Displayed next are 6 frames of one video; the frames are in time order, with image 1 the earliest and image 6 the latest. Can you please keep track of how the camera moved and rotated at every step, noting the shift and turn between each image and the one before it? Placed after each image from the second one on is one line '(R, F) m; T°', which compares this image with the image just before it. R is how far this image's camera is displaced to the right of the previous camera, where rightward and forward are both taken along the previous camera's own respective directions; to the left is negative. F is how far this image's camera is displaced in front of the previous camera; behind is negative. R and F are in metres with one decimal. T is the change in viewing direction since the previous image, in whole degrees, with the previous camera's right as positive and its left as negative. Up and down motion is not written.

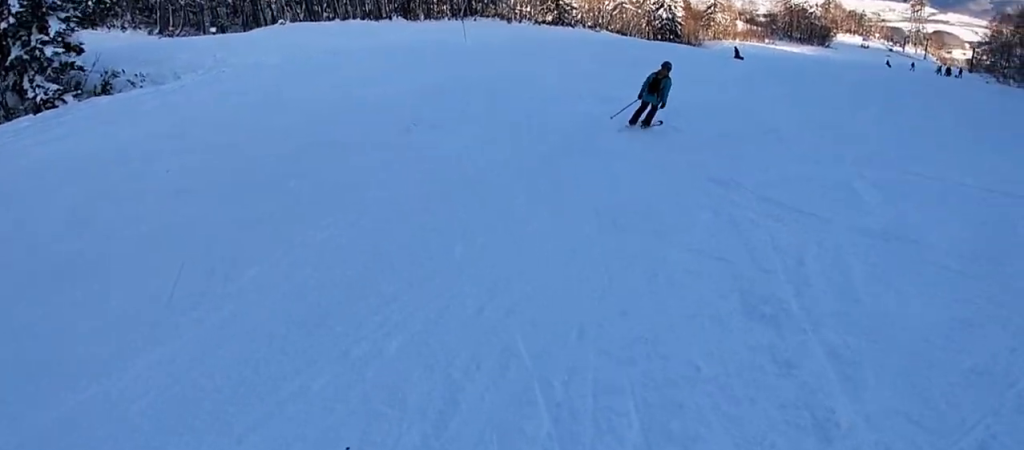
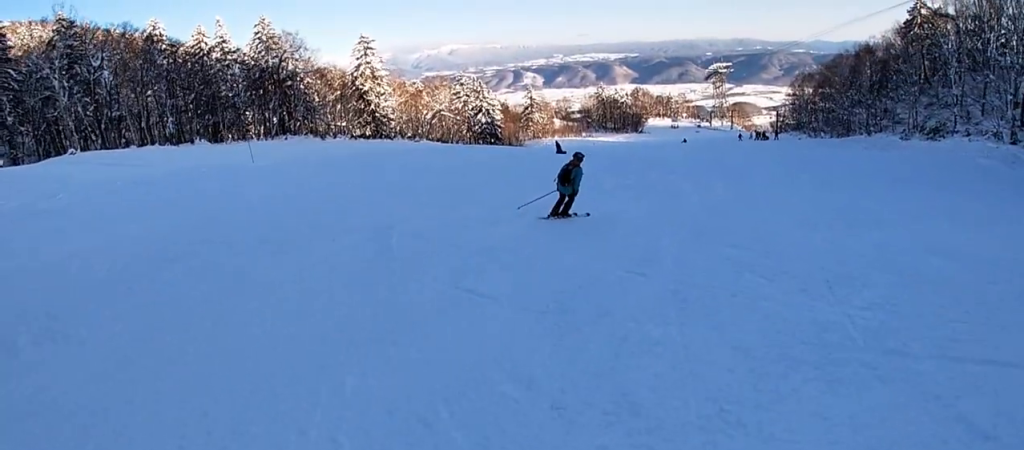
(+1.4, +5.5) m; +20°
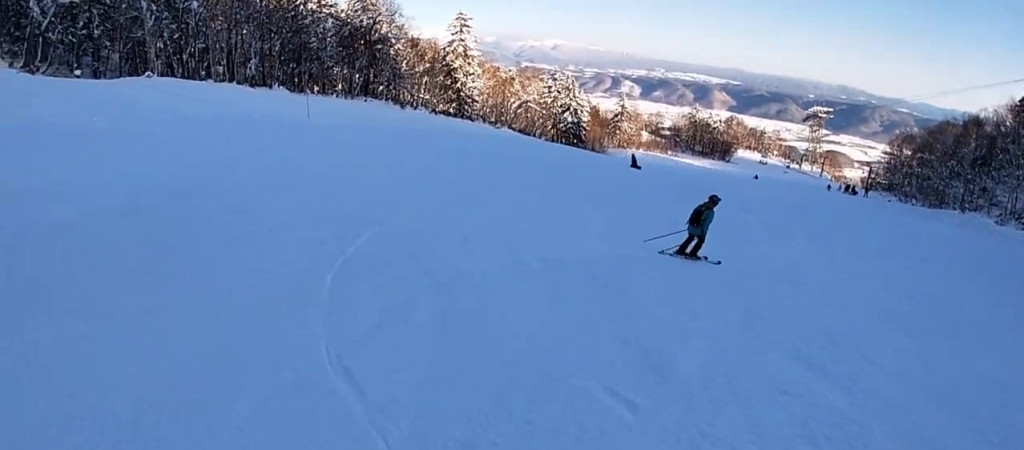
(+0.8, +2.5) m; -6°
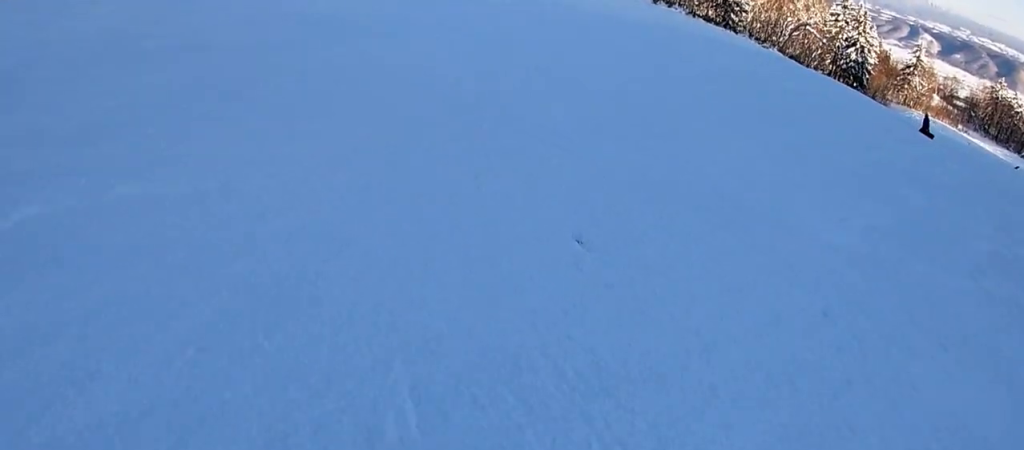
(-2.6, +8.0) m; -16°
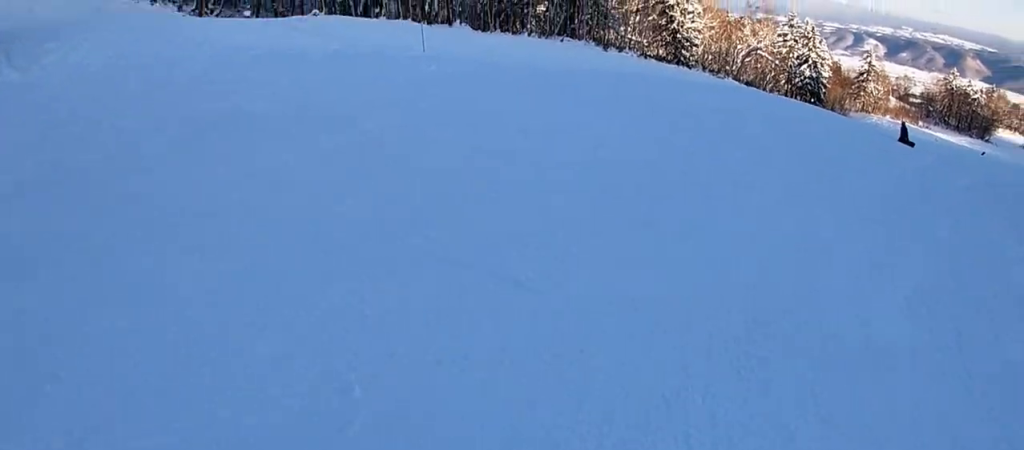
(+0.2, +2.6) m; +14°
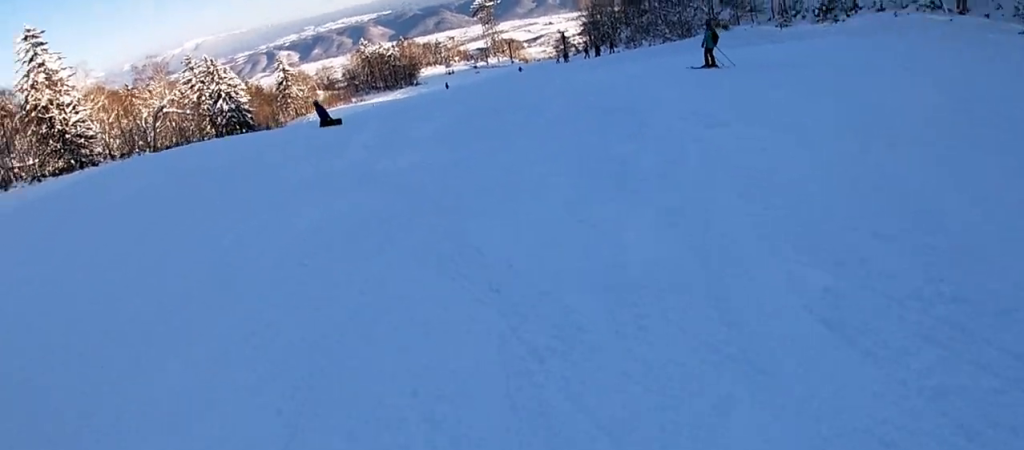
(+4.2, +9.9) m; +26°
